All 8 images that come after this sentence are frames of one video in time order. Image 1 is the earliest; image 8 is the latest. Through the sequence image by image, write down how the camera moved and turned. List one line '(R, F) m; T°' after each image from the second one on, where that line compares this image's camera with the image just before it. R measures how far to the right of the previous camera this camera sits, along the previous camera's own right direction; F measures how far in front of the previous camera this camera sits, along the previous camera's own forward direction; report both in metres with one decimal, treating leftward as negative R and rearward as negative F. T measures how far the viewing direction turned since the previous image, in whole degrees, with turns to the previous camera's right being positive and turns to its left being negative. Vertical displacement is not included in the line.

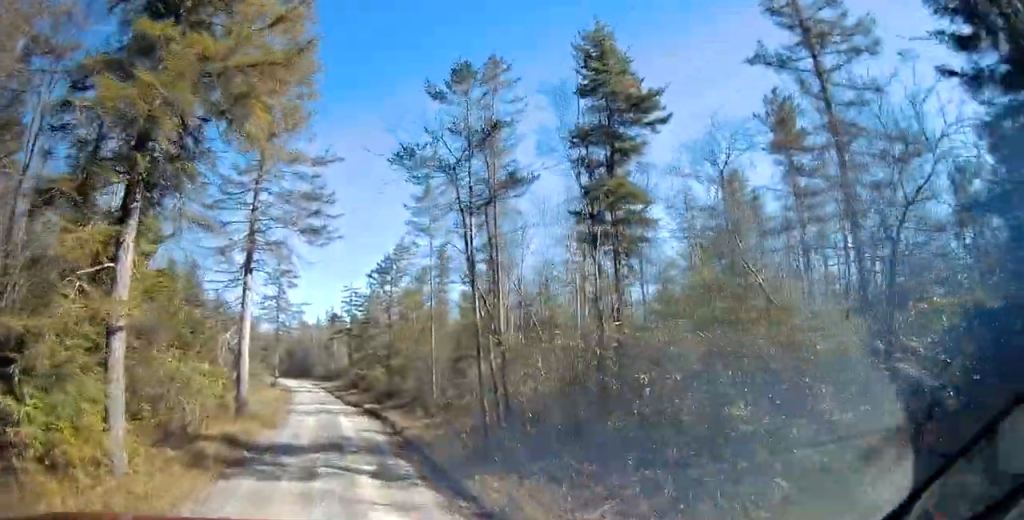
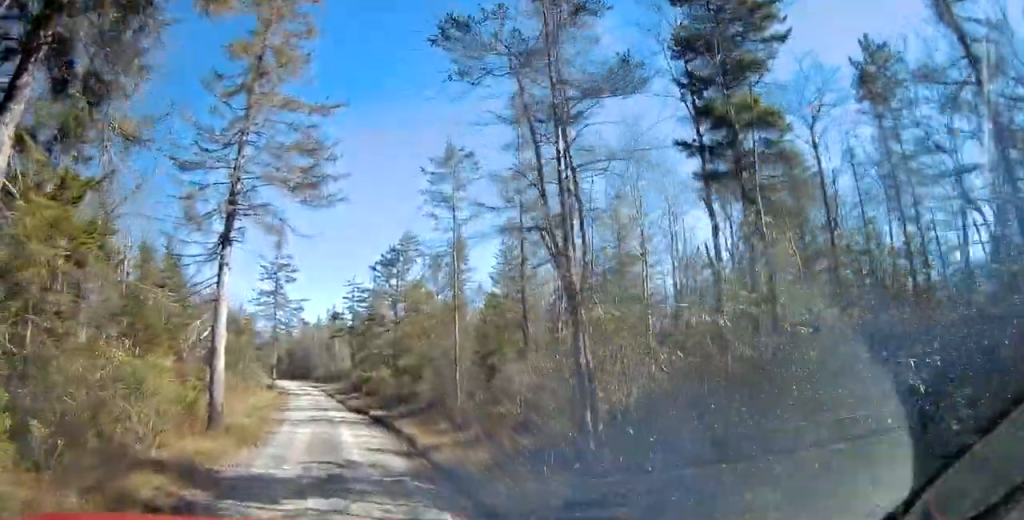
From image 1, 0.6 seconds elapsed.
(-0.1, +4.9) m; -1°
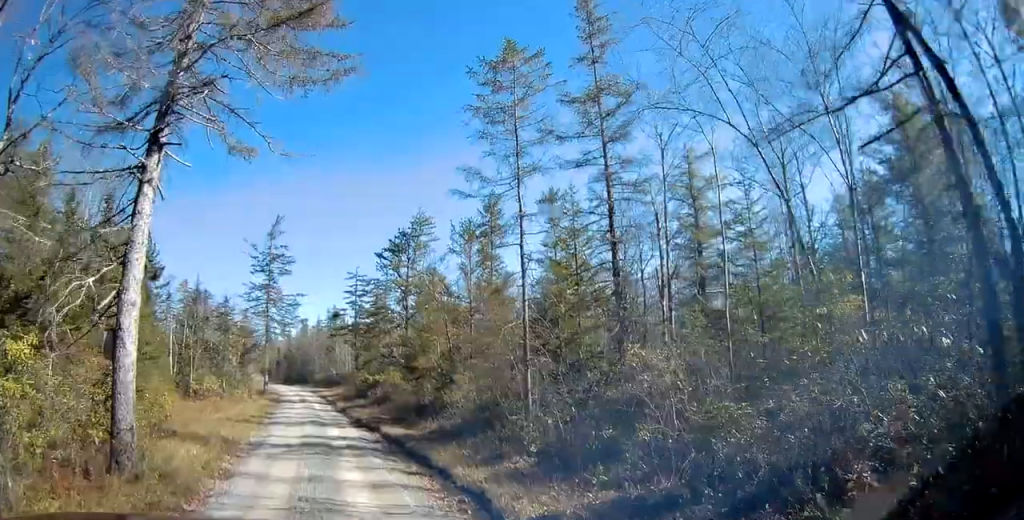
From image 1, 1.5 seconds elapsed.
(-0.1, +7.9) m; -1°
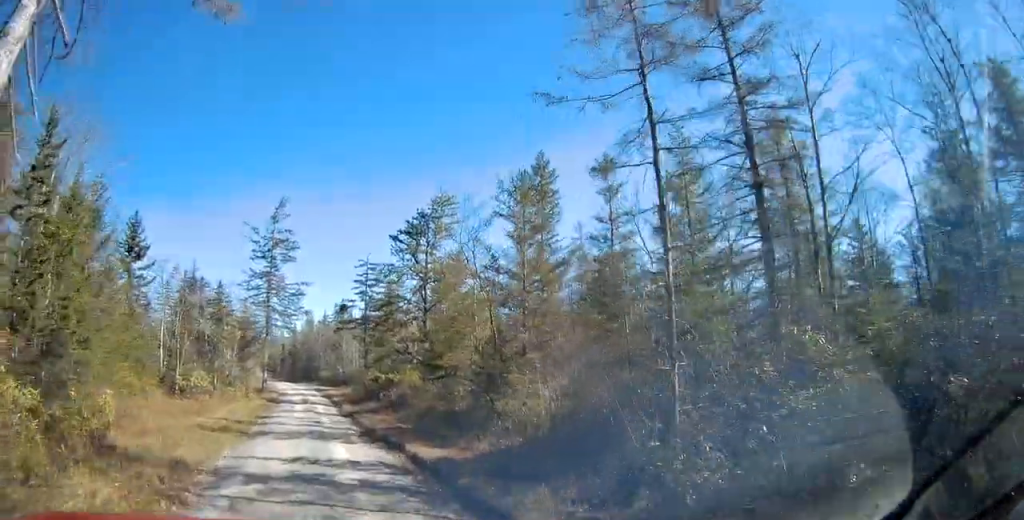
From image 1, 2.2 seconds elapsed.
(0.0, +5.8) m; 0°
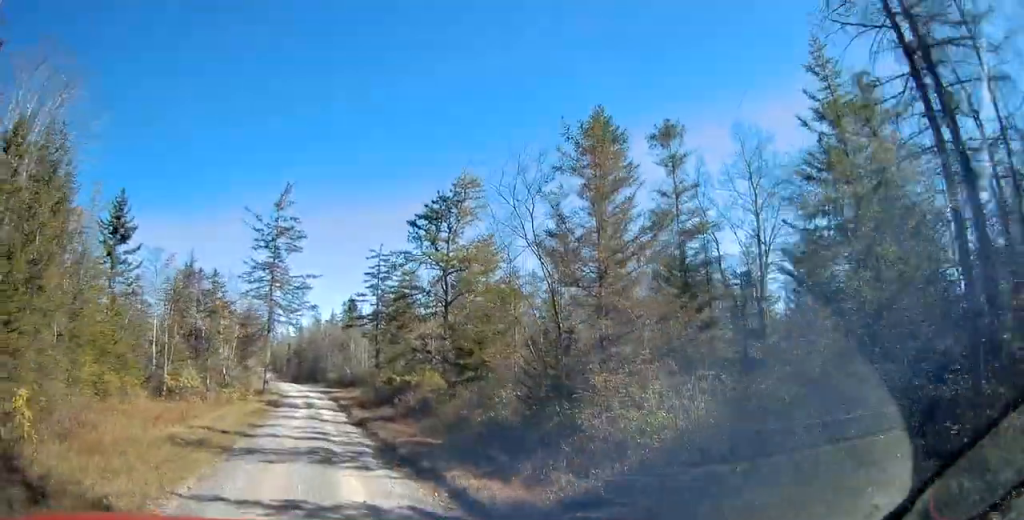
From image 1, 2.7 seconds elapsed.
(-0.1, +4.7) m; 0°
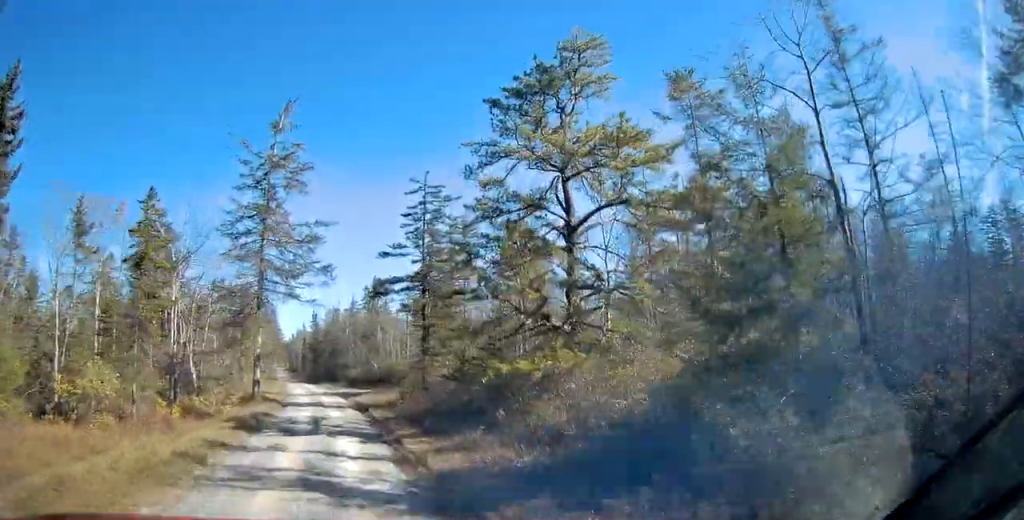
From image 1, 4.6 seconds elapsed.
(-0.1, +17.1) m; -2°
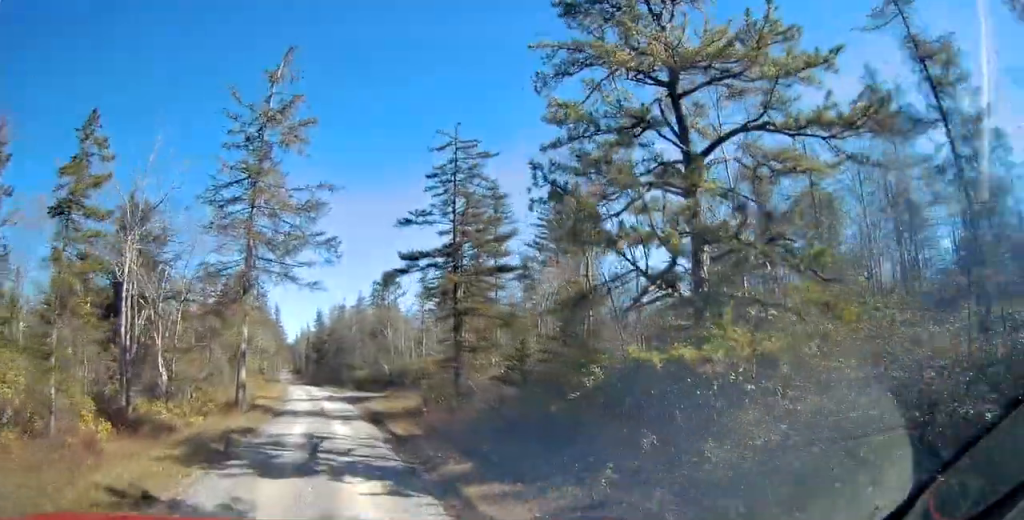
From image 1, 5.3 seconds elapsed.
(-0.1, +7.0) m; -1°
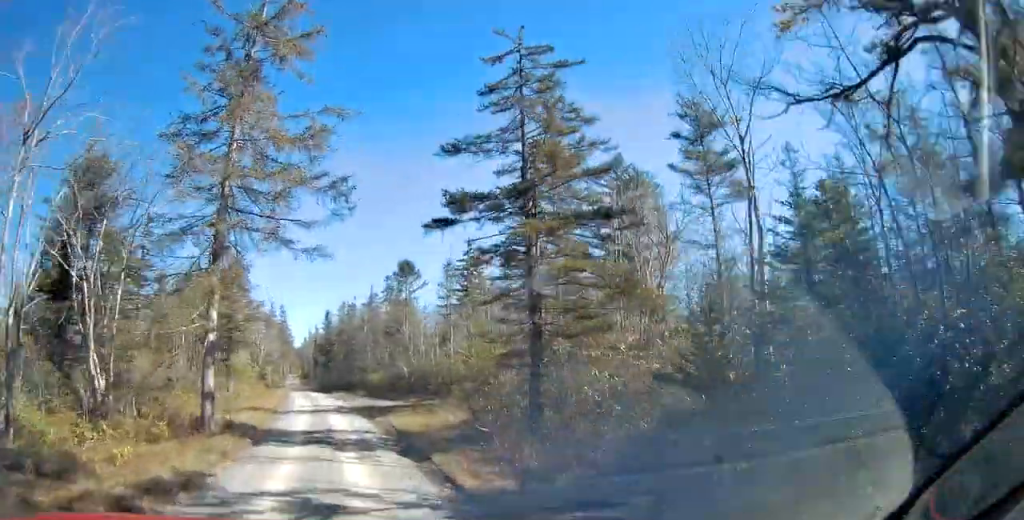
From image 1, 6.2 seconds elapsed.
(0.0, +8.7) m; -1°
